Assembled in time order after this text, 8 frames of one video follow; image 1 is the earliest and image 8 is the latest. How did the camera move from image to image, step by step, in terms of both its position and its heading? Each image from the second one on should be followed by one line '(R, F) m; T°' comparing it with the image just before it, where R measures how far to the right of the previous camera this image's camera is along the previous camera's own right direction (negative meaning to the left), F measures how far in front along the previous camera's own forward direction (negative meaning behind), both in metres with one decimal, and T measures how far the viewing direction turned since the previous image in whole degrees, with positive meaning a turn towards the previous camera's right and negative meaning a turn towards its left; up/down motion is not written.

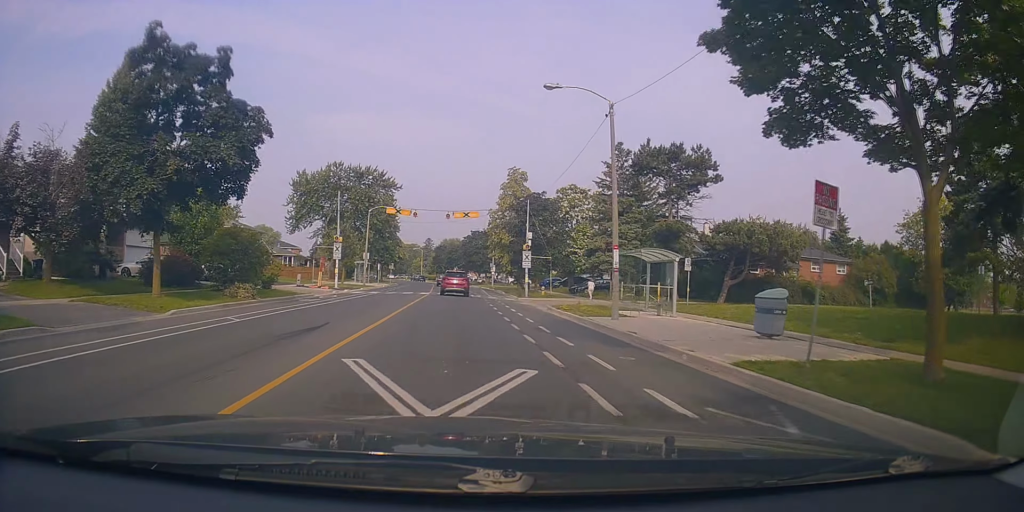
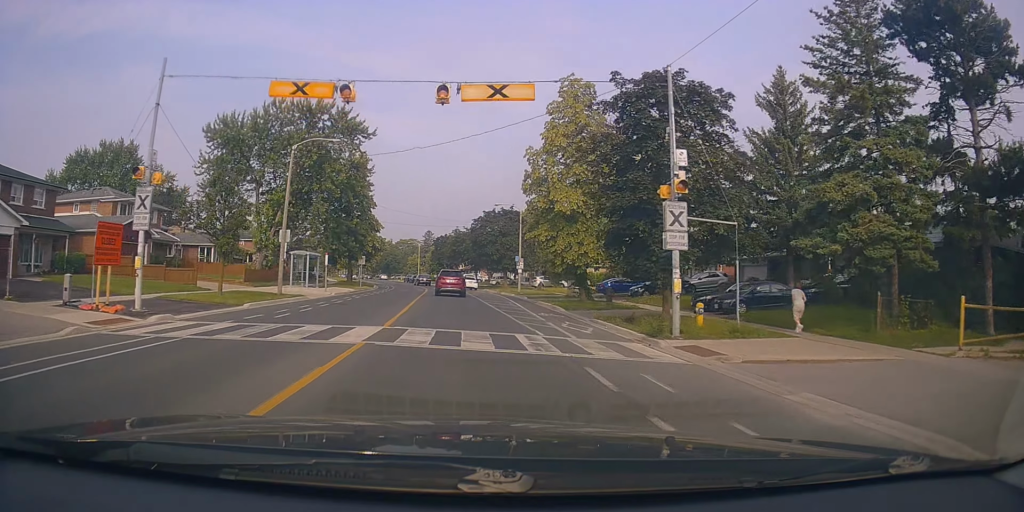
(0.0, +28.8) m; -2°
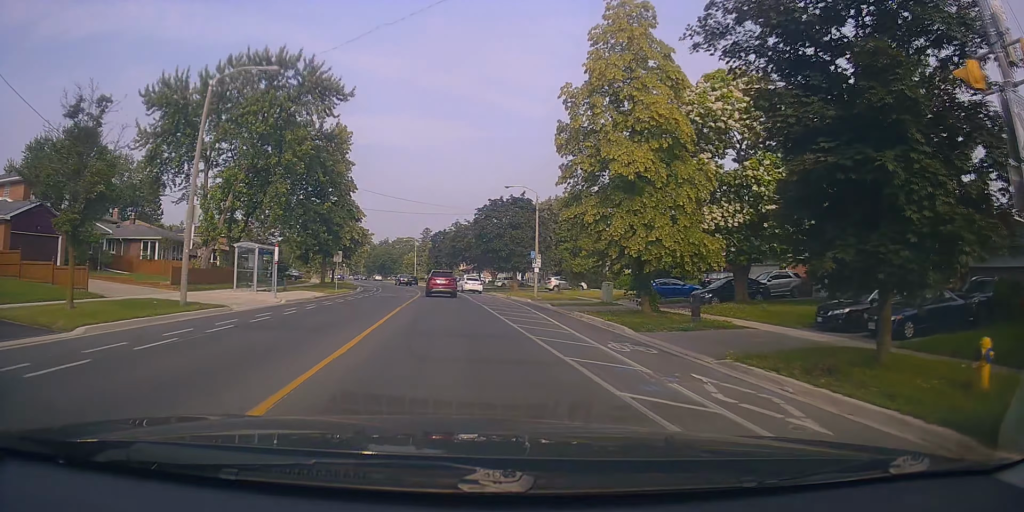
(-0.2, +10.8) m; -1°
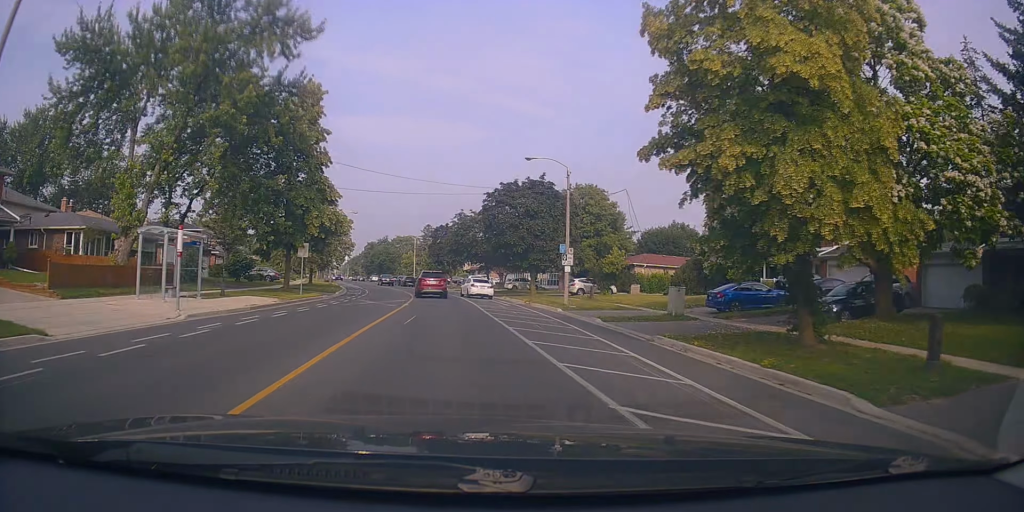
(-0.2, +10.3) m; 0°
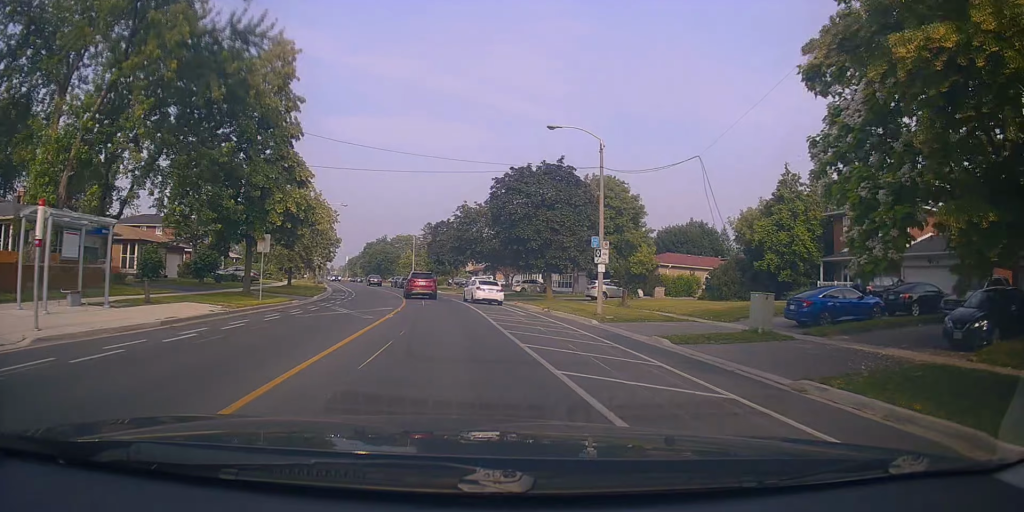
(+0.3, +6.9) m; 0°
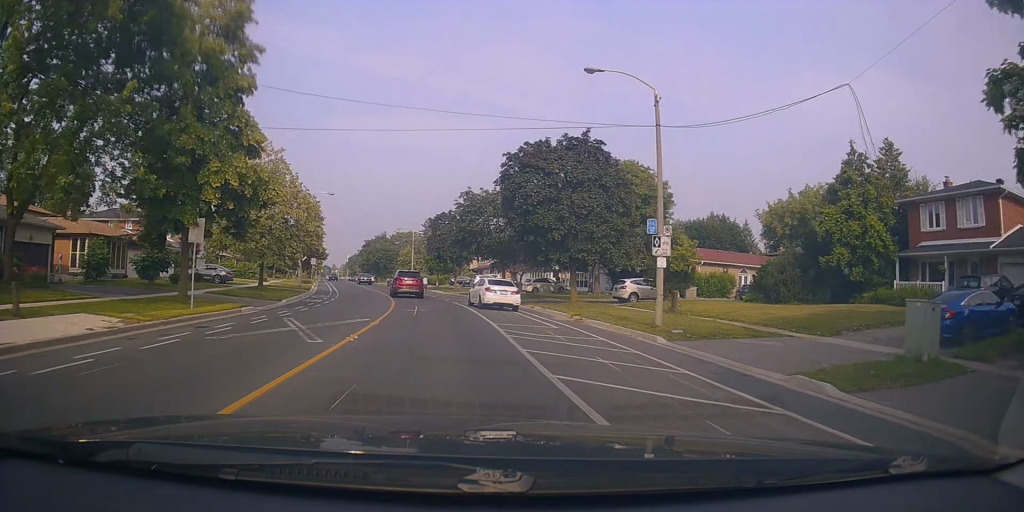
(-0.1, +6.9) m; -1°
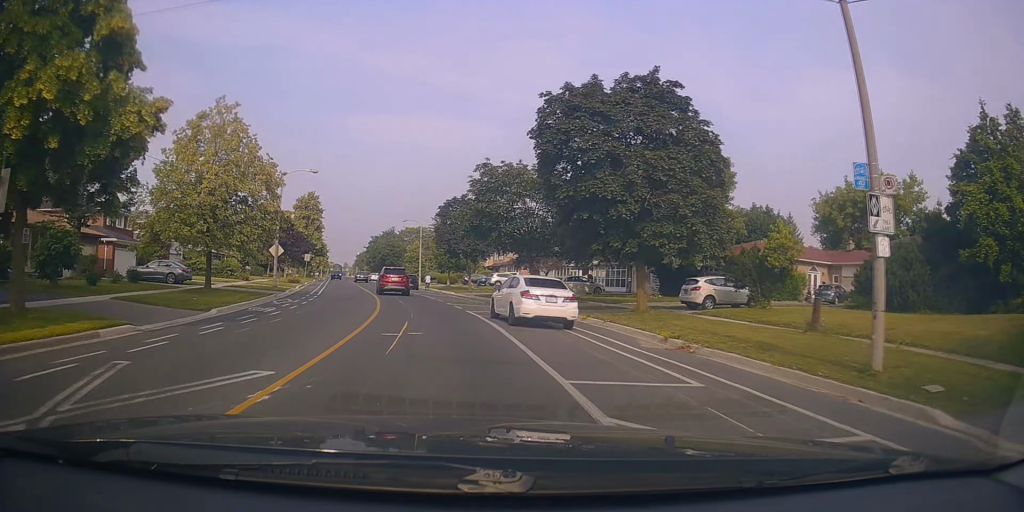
(-0.3, +9.6) m; -2°
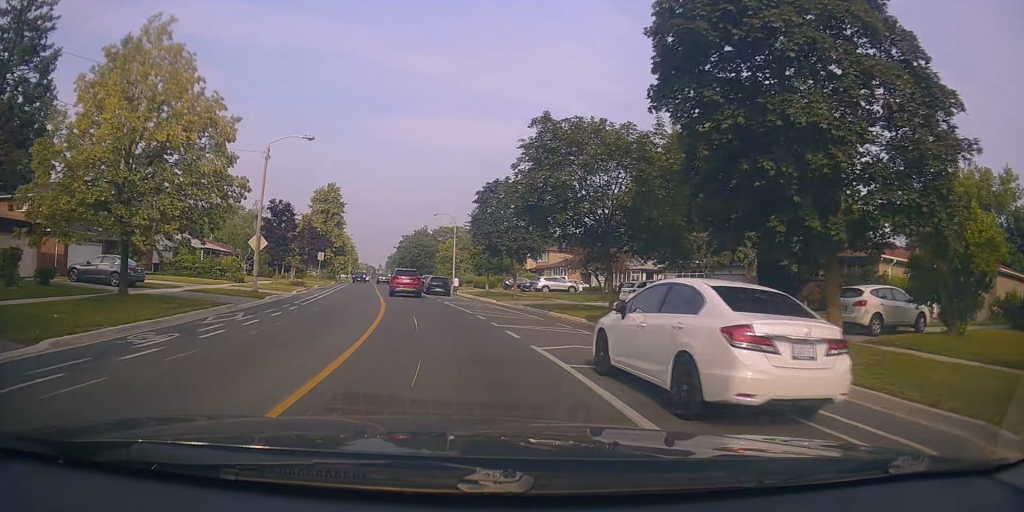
(0.0, +10.2) m; 0°
